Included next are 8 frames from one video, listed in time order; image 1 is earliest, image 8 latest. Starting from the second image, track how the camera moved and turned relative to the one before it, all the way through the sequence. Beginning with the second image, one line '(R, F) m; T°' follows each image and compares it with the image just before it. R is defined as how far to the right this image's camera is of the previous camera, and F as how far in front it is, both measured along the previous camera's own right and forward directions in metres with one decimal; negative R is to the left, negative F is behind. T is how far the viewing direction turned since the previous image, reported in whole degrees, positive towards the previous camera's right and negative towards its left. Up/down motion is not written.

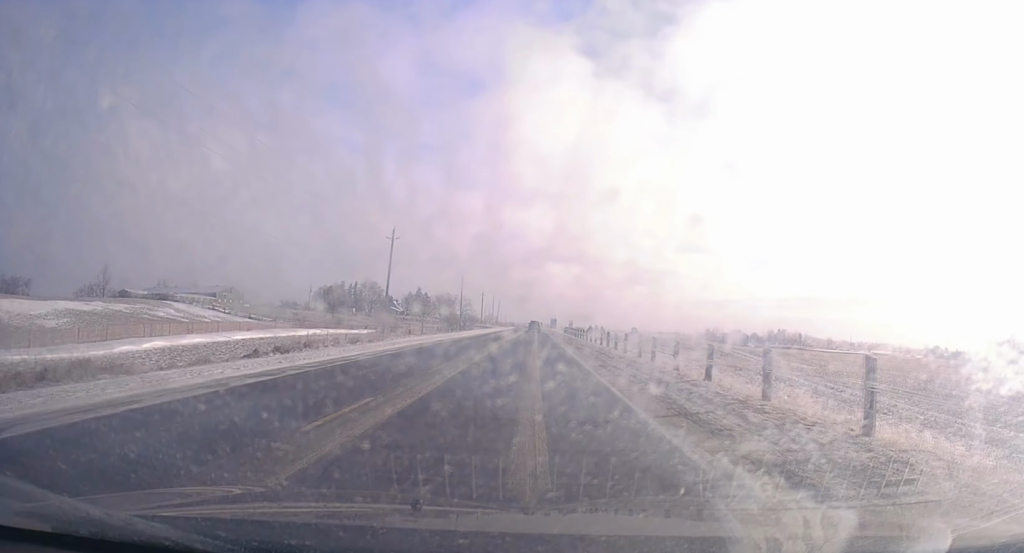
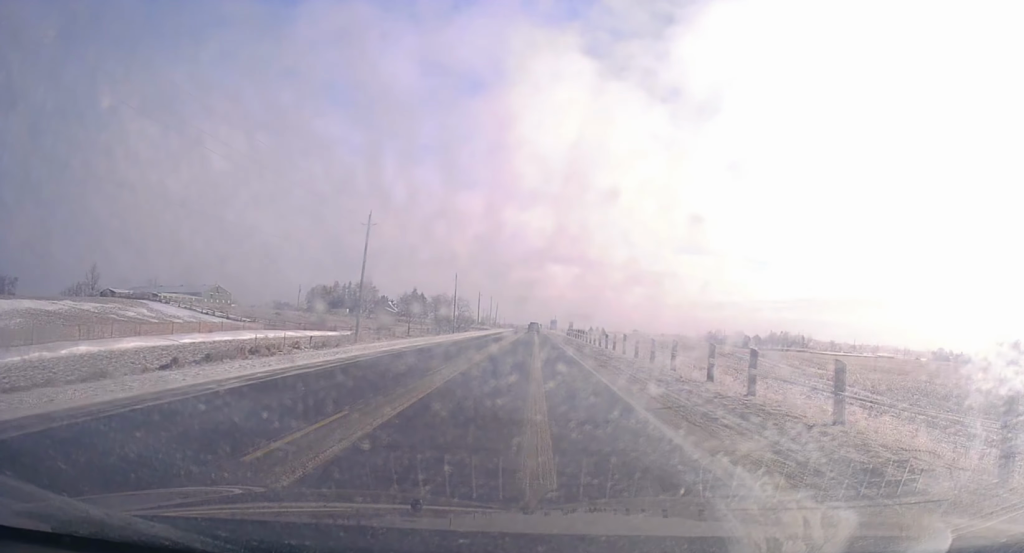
(-0.1, +10.2) m; +1°
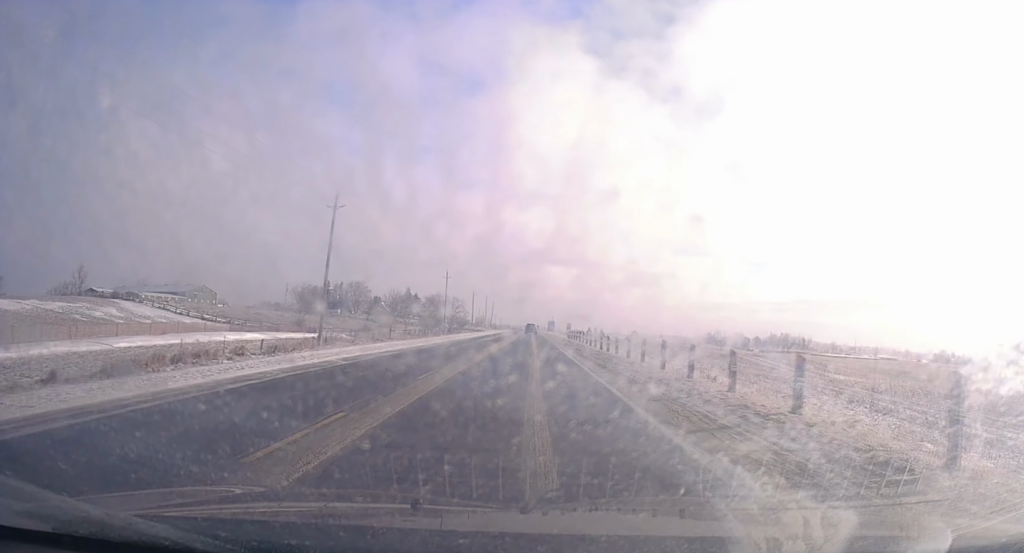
(+0.2, +9.5) m; 0°
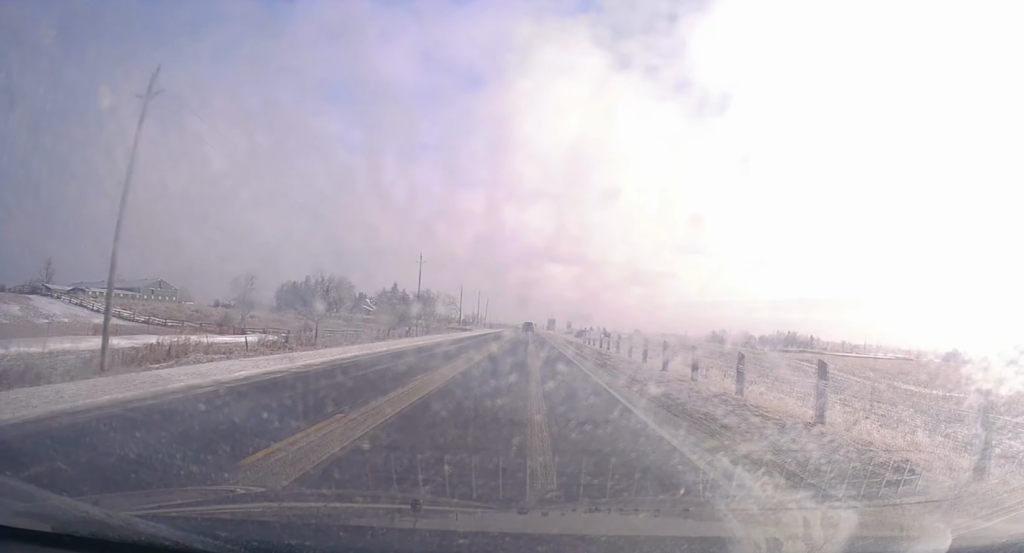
(+0.1, +26.5) m; -1°
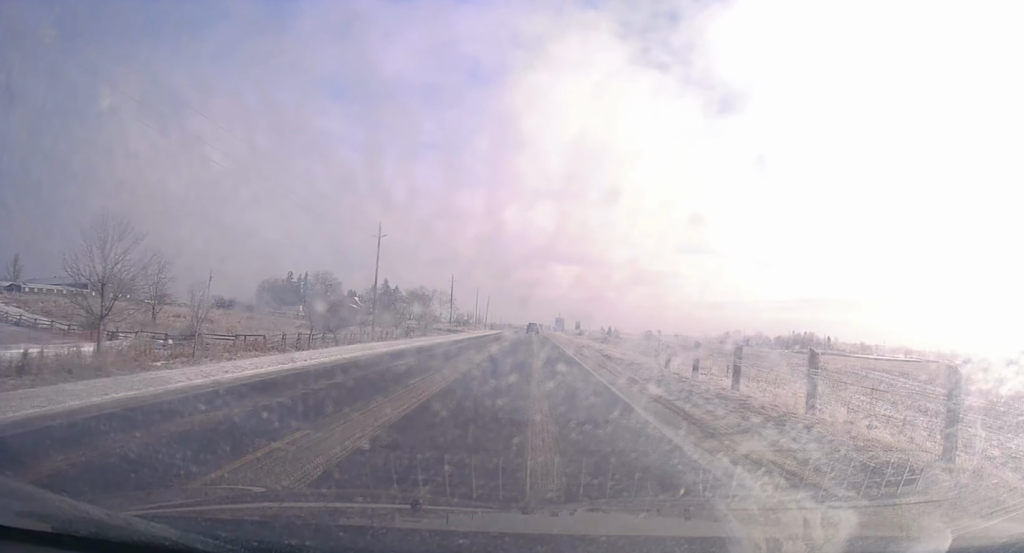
(-0.3, +28.5) m; +1°
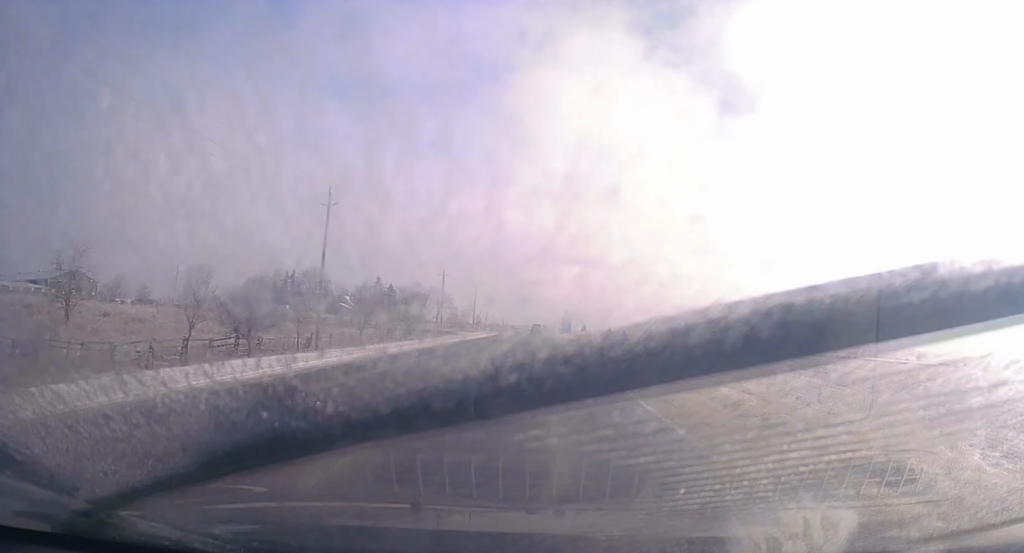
(+0.4, +18.6) m; 0°
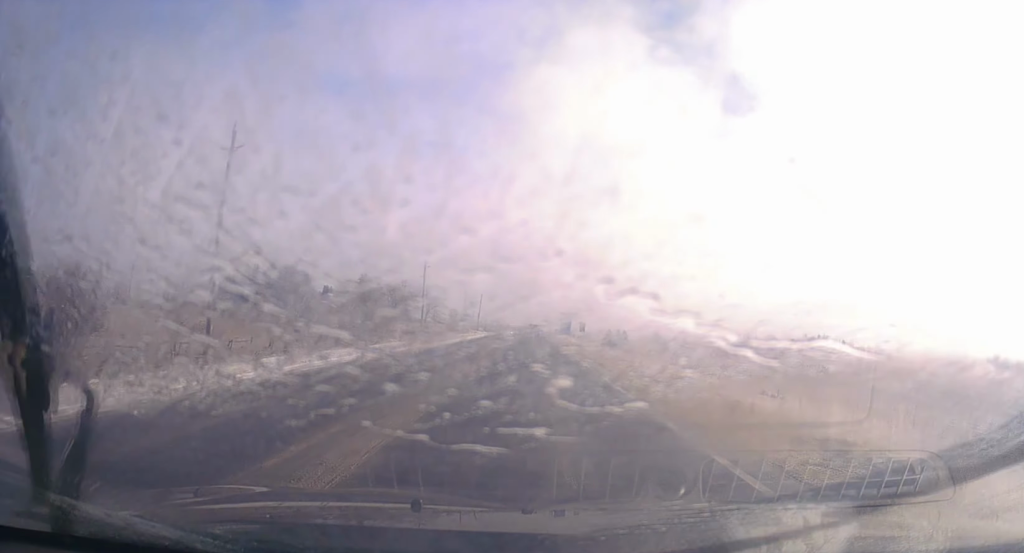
(-0.1, +16.5) m; -1°
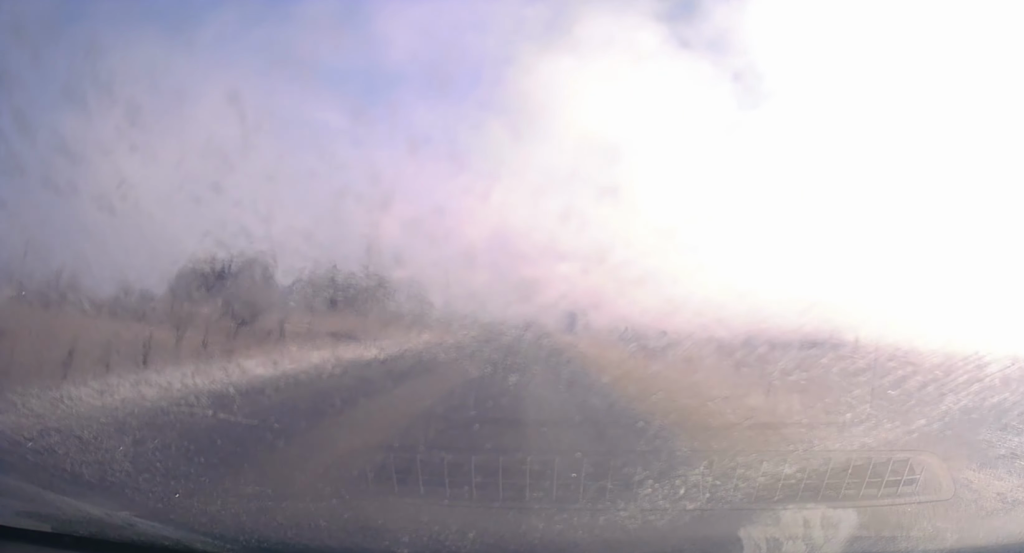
(-0.5, +33.5) m; -1°
